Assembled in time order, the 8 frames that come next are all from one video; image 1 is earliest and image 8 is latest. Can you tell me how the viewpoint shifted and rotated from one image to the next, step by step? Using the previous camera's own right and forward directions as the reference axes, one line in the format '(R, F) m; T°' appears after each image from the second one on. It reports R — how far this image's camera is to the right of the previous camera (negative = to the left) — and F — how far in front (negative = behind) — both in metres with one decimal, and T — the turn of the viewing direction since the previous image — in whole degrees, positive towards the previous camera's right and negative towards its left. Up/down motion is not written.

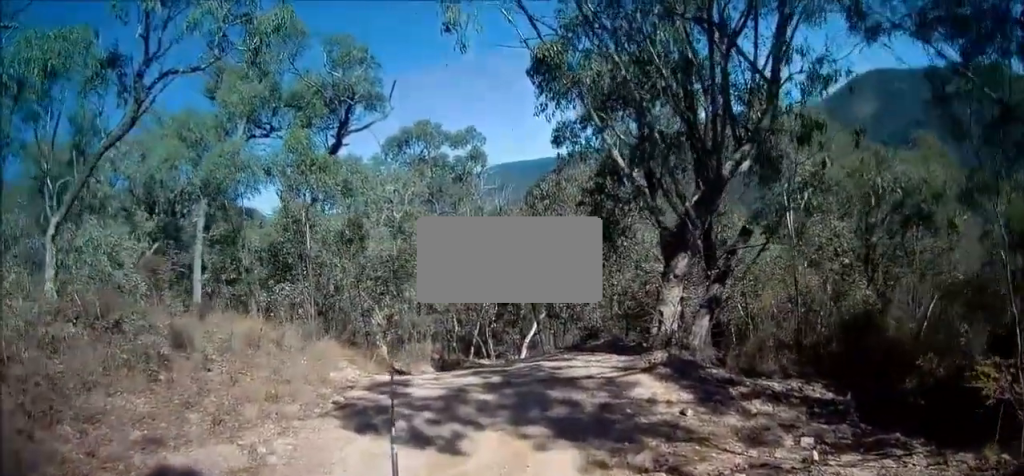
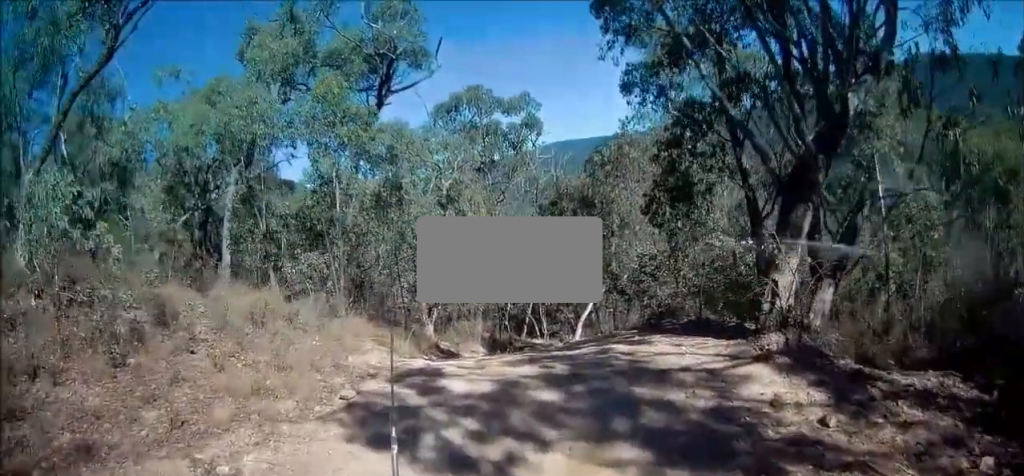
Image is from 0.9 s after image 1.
(0.0, +2.2) m; -2°
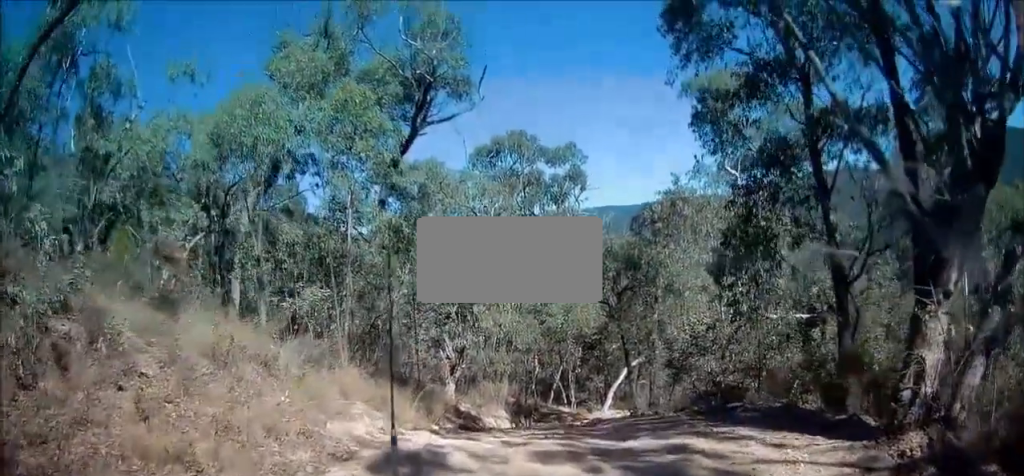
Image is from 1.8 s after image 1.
(0.0, +2.1) m; -6°
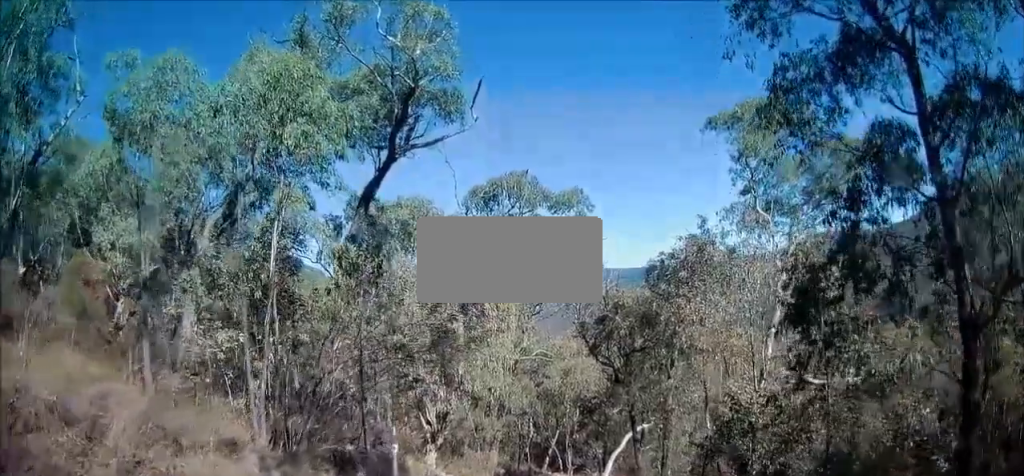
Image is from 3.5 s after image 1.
(0.0, +3.8) m; 0°
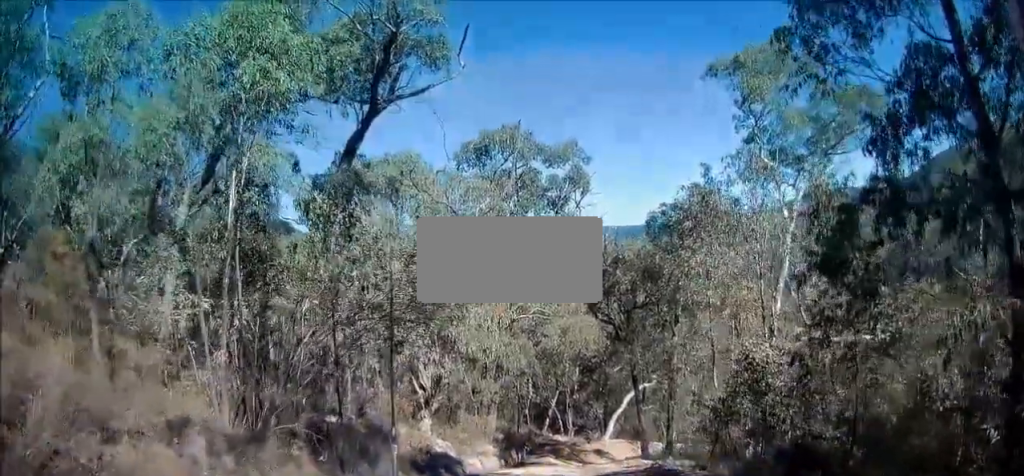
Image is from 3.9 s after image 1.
(-0.1, +1.1) m; -4°
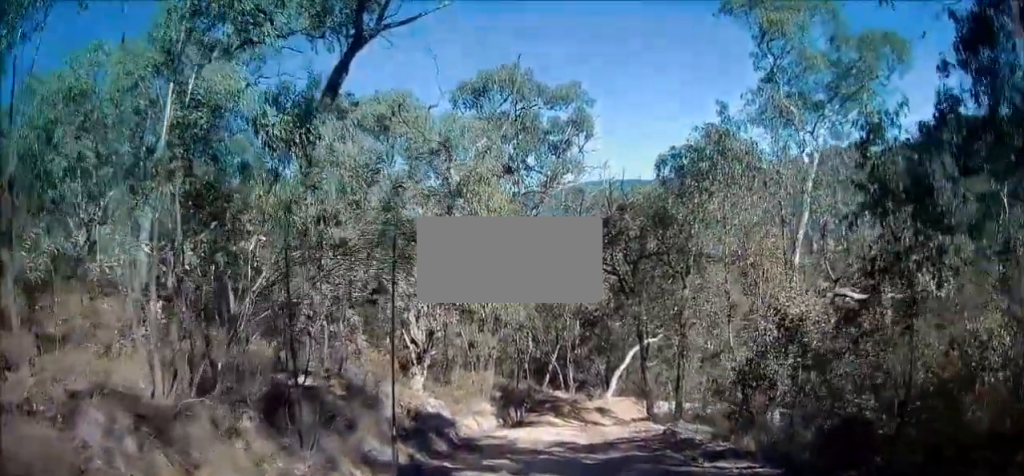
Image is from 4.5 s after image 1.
(-0.1, +1.6) m; -8°
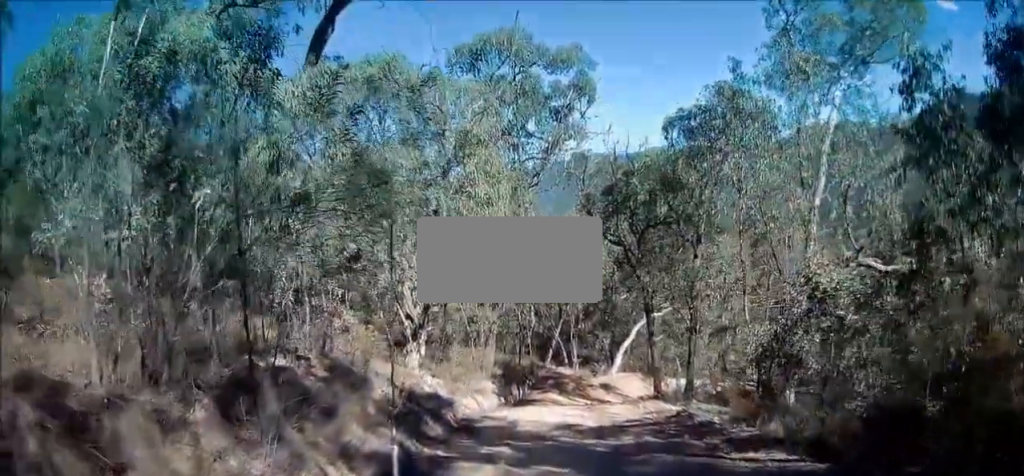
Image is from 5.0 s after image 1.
(-0.1, +1.1) m; -4°
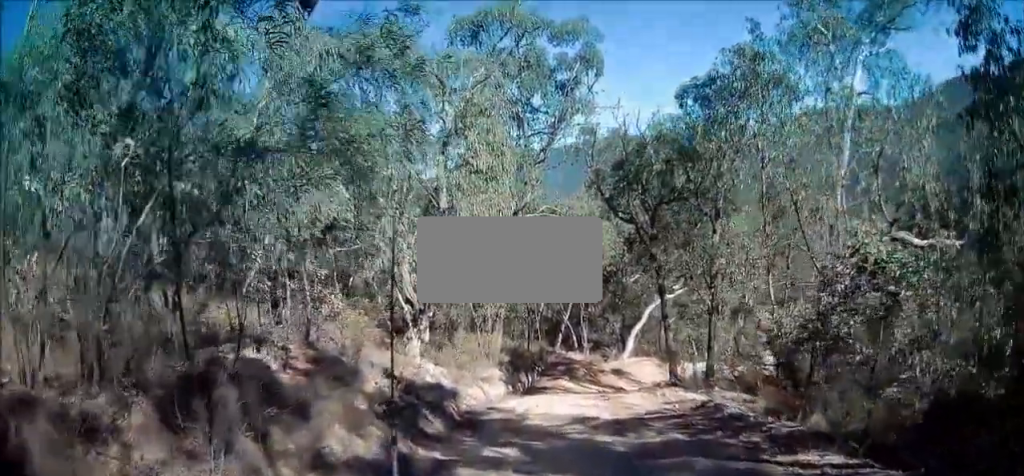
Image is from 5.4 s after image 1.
(0.0, +1.3) m; -4°
